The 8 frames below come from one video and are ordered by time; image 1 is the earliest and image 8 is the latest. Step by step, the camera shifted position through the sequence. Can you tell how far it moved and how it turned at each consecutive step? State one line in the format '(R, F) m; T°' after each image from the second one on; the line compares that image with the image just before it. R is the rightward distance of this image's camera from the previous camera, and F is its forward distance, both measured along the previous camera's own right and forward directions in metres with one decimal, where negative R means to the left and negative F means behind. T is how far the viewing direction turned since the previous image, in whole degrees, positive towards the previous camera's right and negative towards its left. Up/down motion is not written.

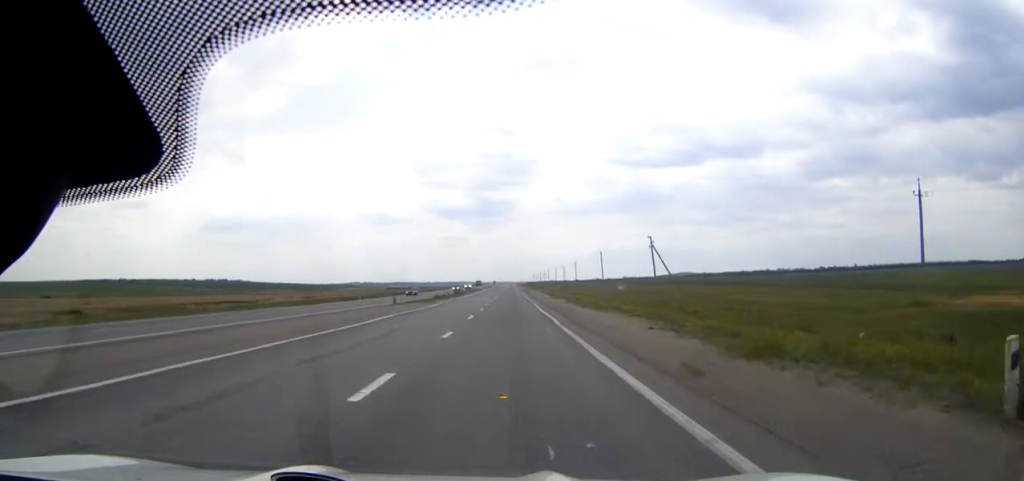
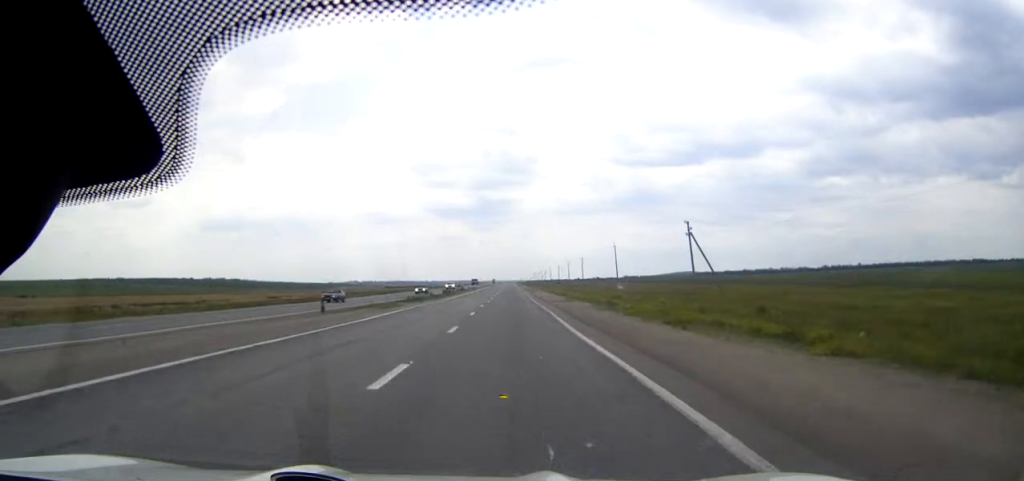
(0.0, +23.3) m; 0°
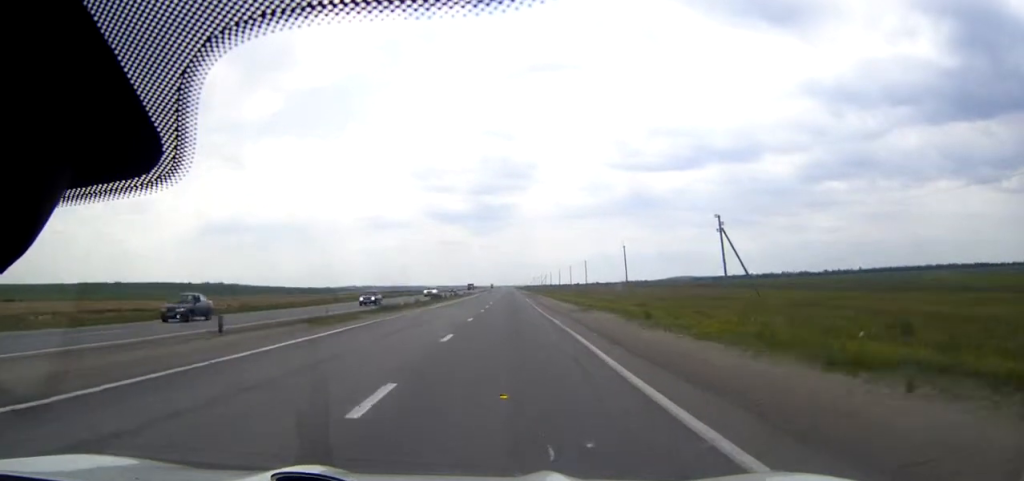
(0.0, +13.5) m; 0°
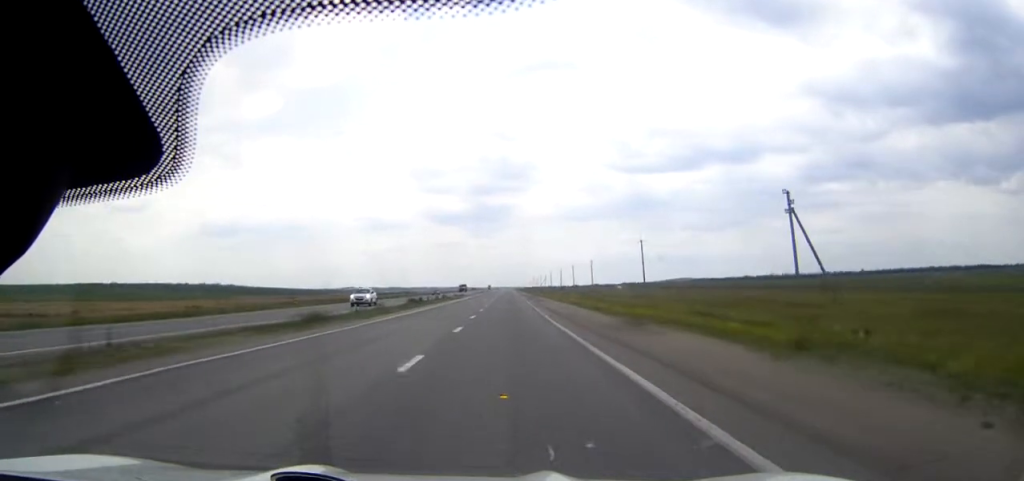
(0.0, +19.5) m; 0°
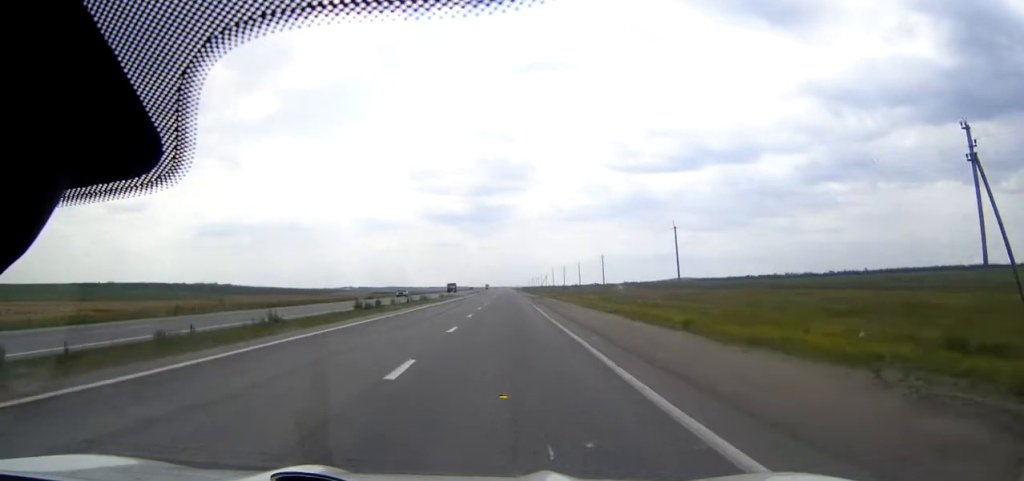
(0.0, +24.8) m; 0°
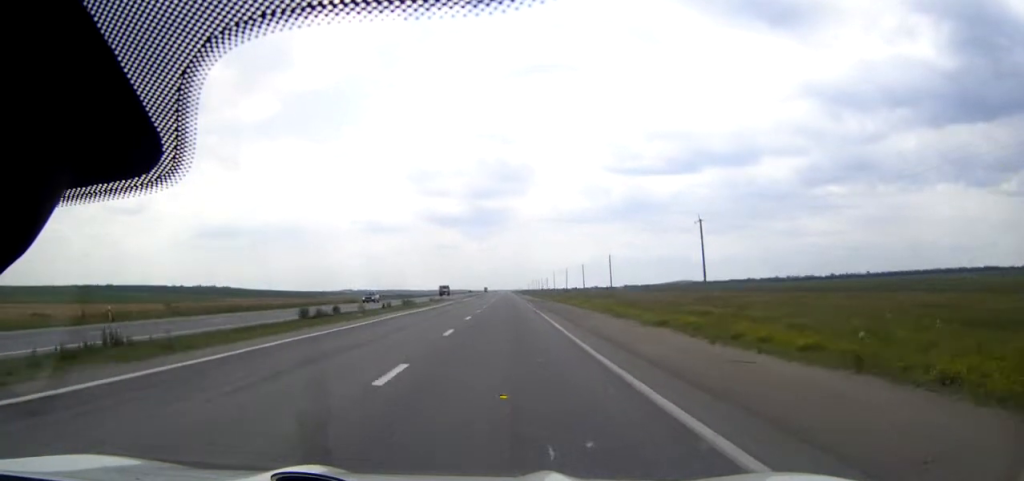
(0.0, +12.8) m; 0°
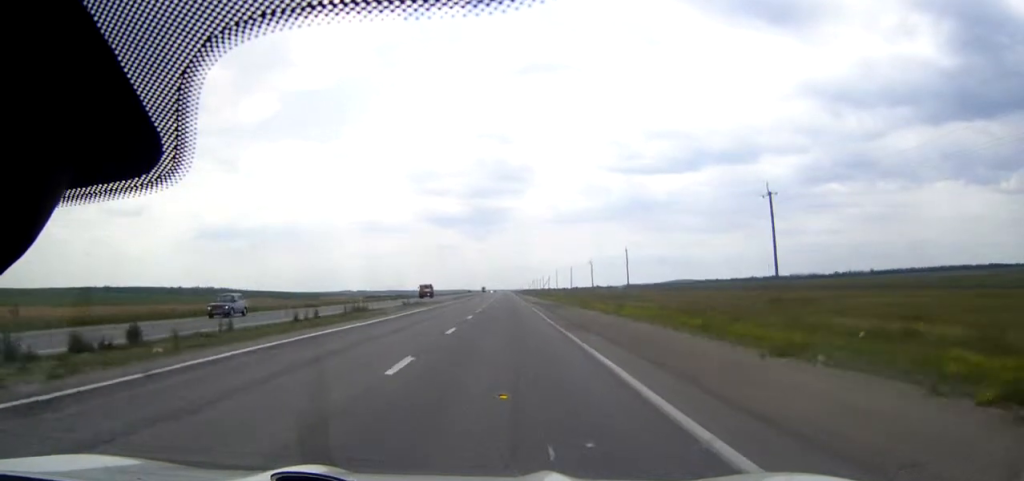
(0.0, +22.6) m; 0°
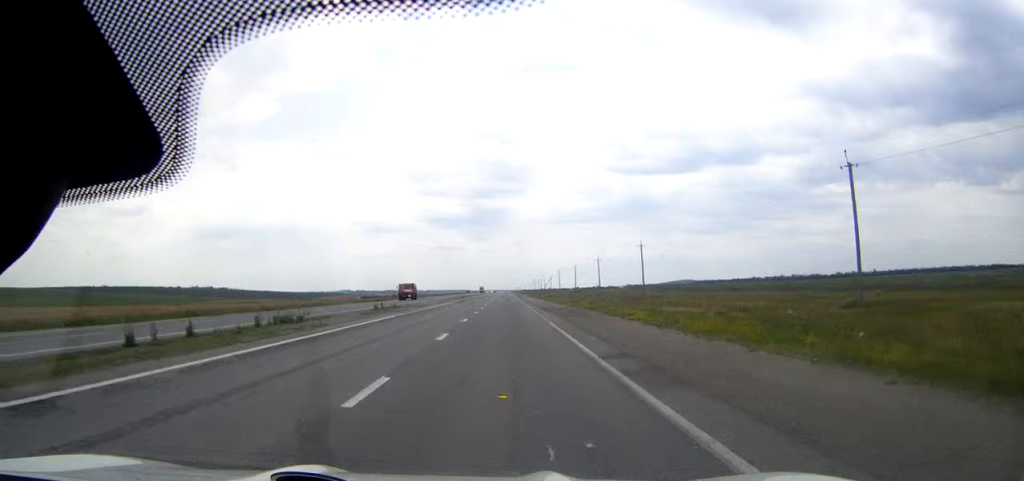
(0.0, +15.1) m; 0°
